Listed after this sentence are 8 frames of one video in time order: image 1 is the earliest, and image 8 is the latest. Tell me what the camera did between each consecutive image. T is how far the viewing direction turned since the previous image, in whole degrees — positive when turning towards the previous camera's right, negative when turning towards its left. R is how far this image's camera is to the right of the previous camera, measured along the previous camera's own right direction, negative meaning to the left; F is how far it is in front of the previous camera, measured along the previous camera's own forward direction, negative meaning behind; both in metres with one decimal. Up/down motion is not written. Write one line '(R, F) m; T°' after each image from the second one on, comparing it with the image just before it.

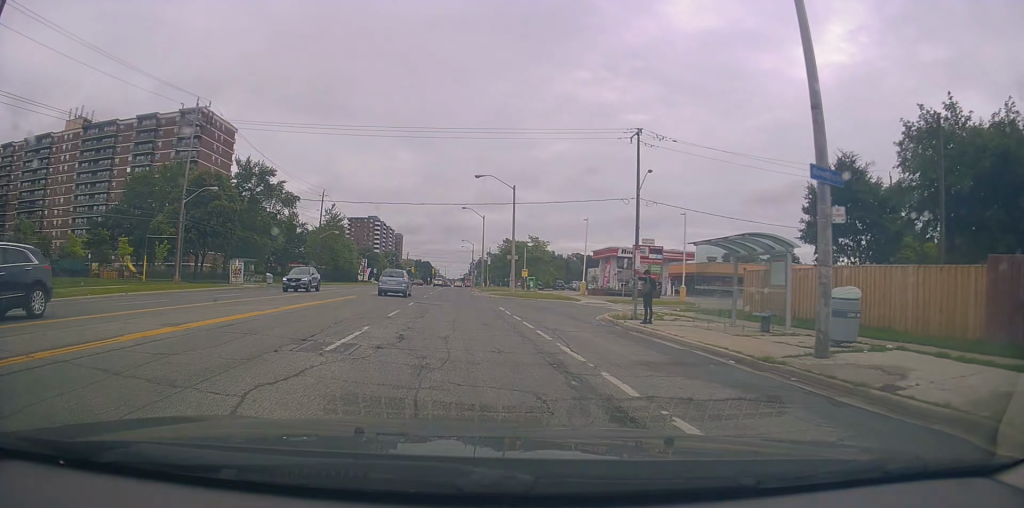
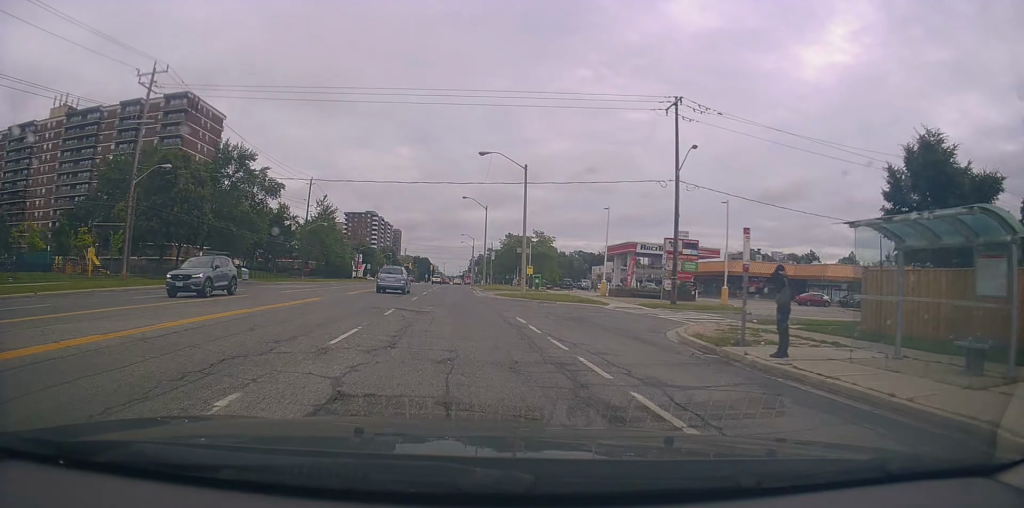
(0.0, +7.8) m; +1°
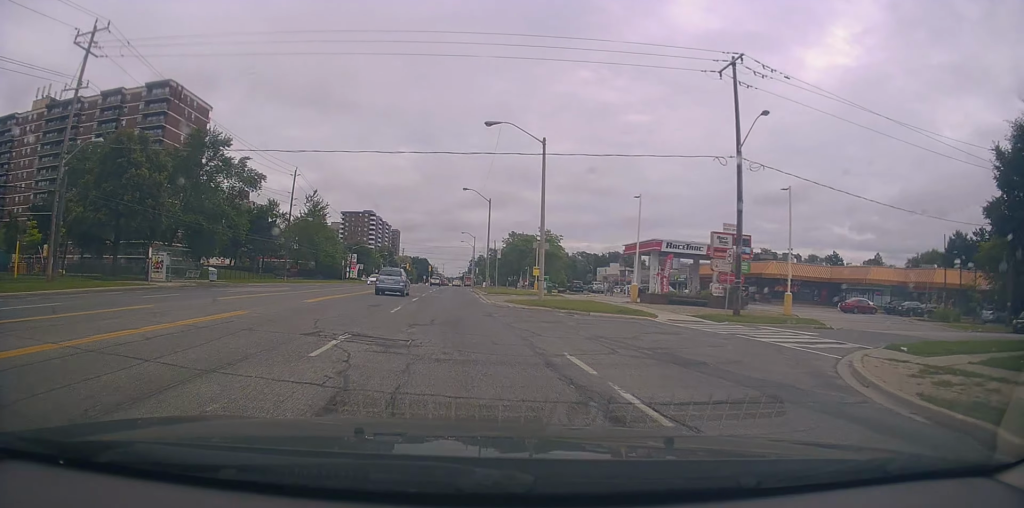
(0.0, +8.2) m; +1°
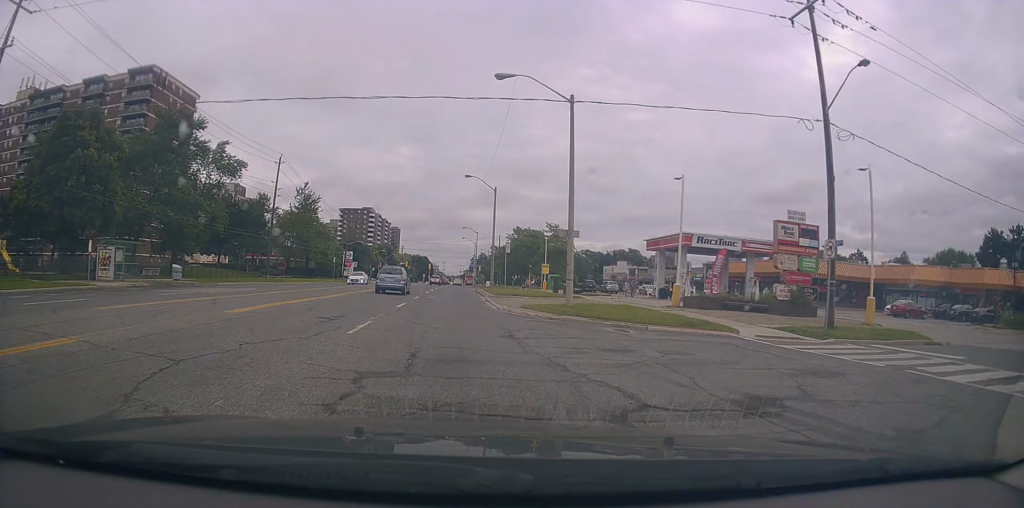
(+0.3, +7.4) m; 0°
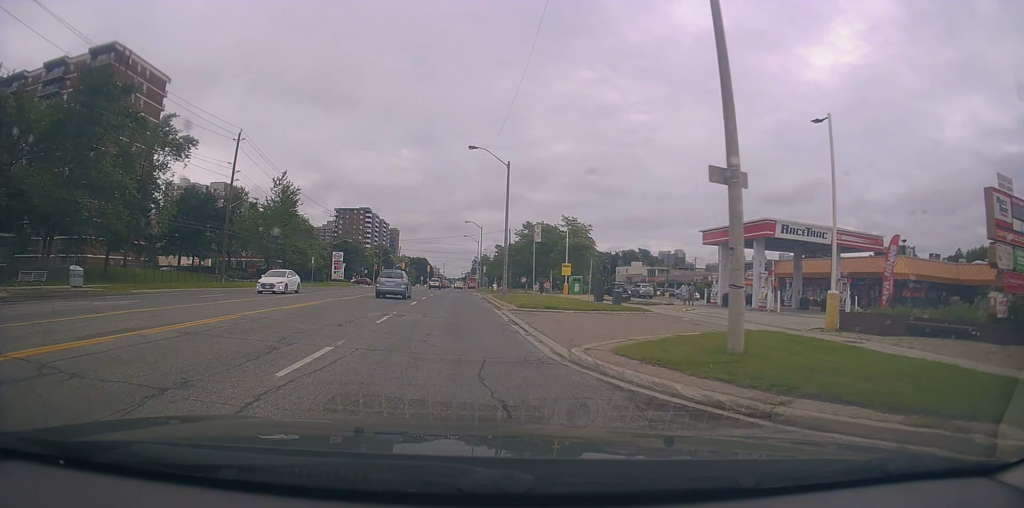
(-0.2, +14.0) m; +1°
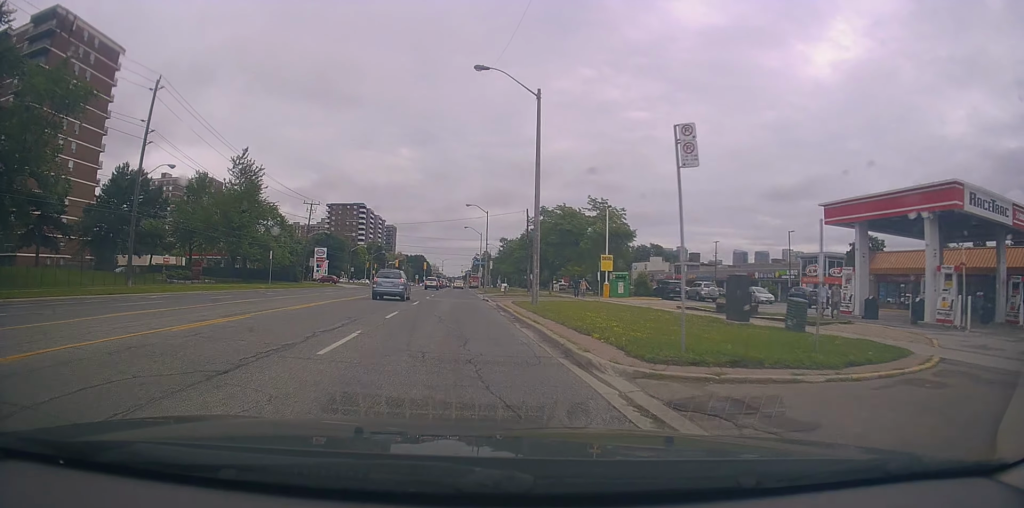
(+0.4, +16.9) m; 0°
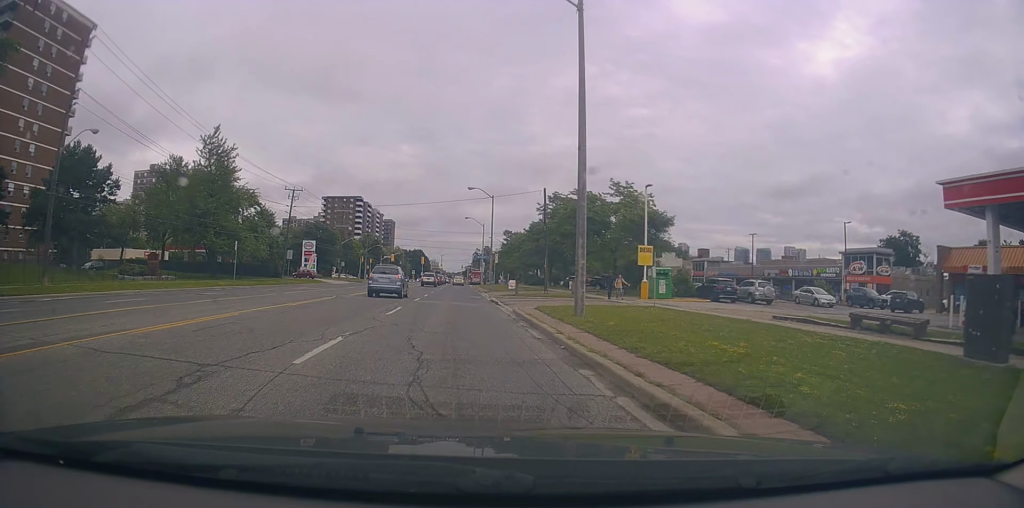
(-0.2, +9.6) m; -3°
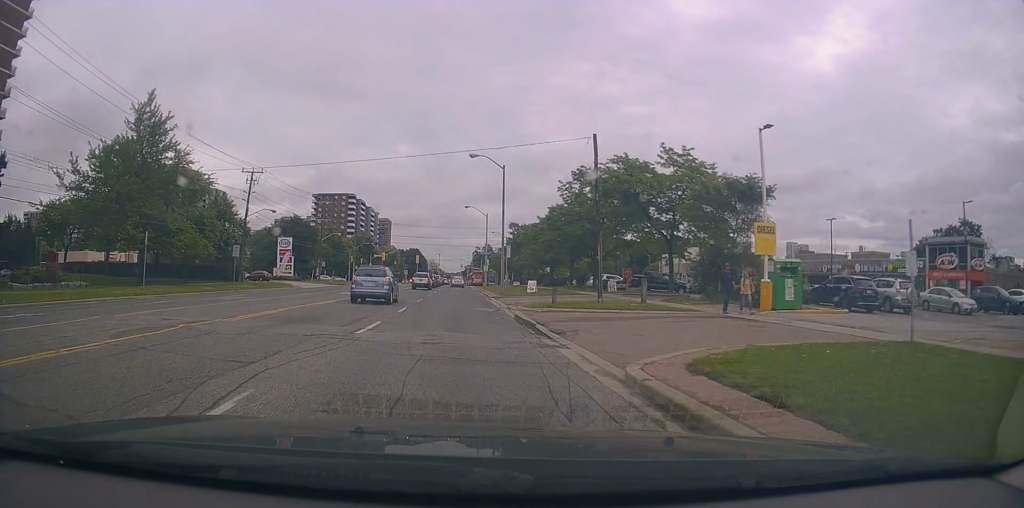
(-0.7, +15.1) m; 0°
